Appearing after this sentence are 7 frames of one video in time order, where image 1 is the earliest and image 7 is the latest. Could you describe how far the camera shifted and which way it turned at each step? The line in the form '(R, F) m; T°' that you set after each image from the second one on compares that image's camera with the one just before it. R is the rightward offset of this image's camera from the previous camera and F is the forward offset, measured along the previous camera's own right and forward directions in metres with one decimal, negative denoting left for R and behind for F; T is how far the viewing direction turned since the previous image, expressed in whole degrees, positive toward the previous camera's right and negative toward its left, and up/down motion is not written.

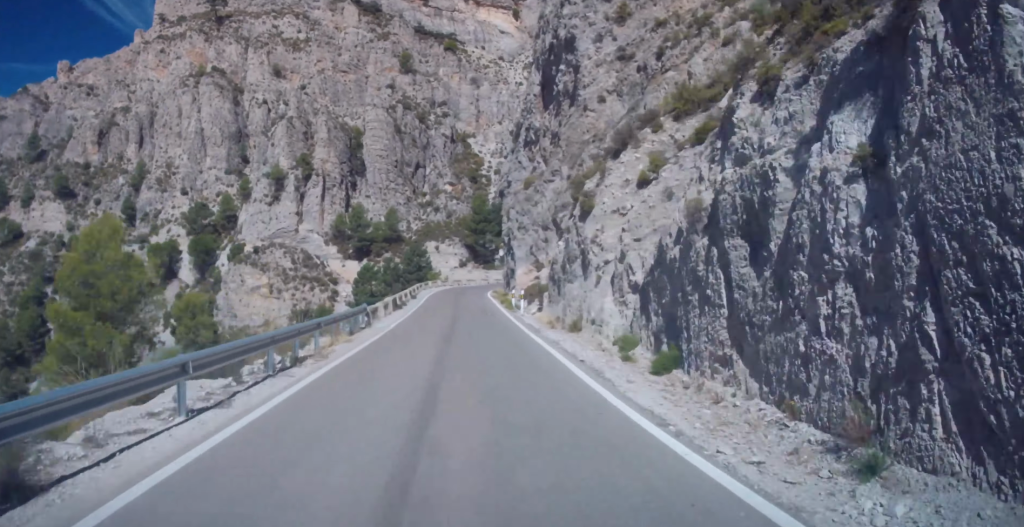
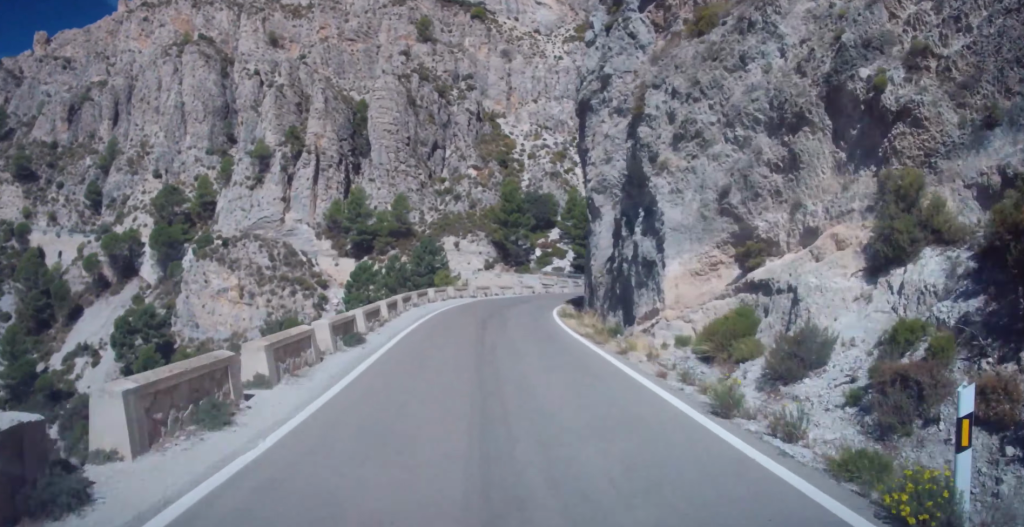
(+6.0, +36.5) m; +13°
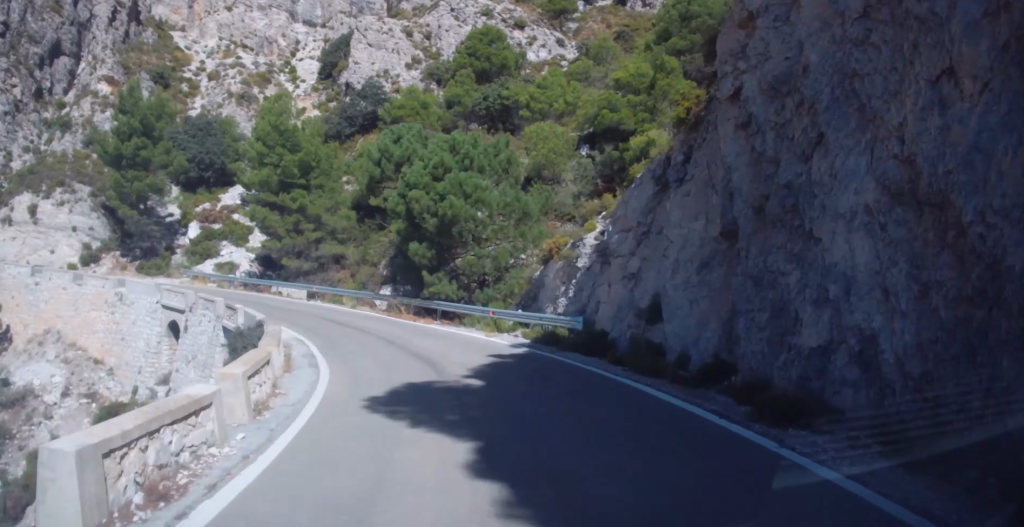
(+1.4, +64.1) m; -33°
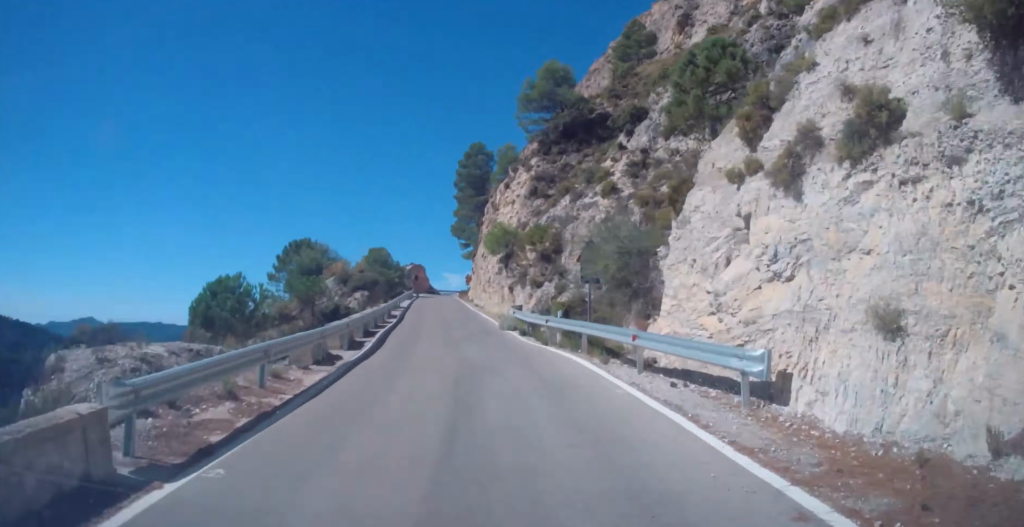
(-72.2, +83.2) m; -49°
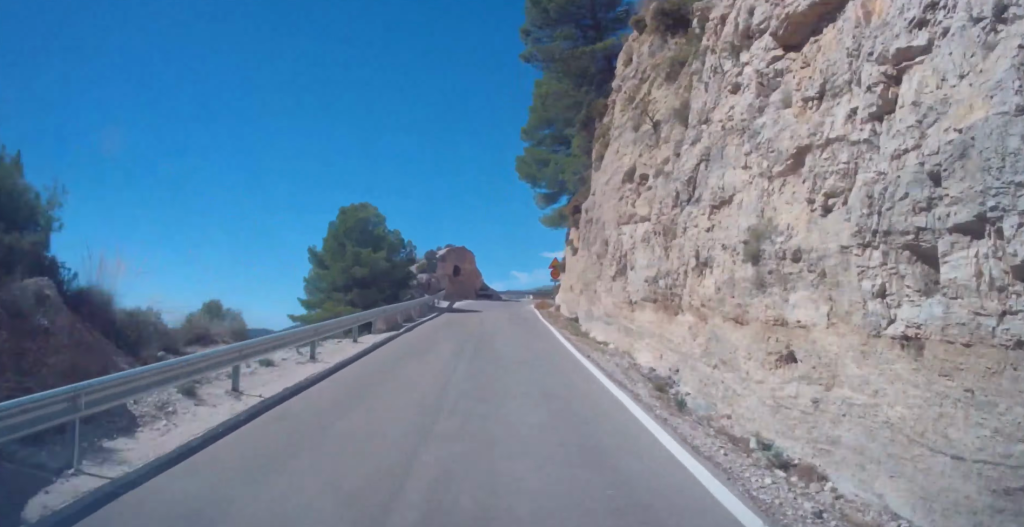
(-0.9, +33.8) m; +8°
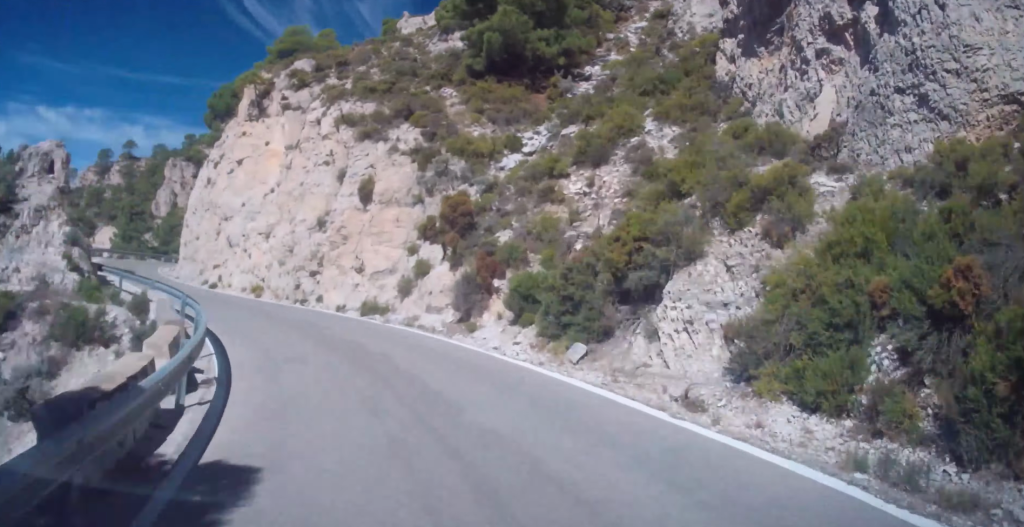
(+83.9, +107.2) m; +48°
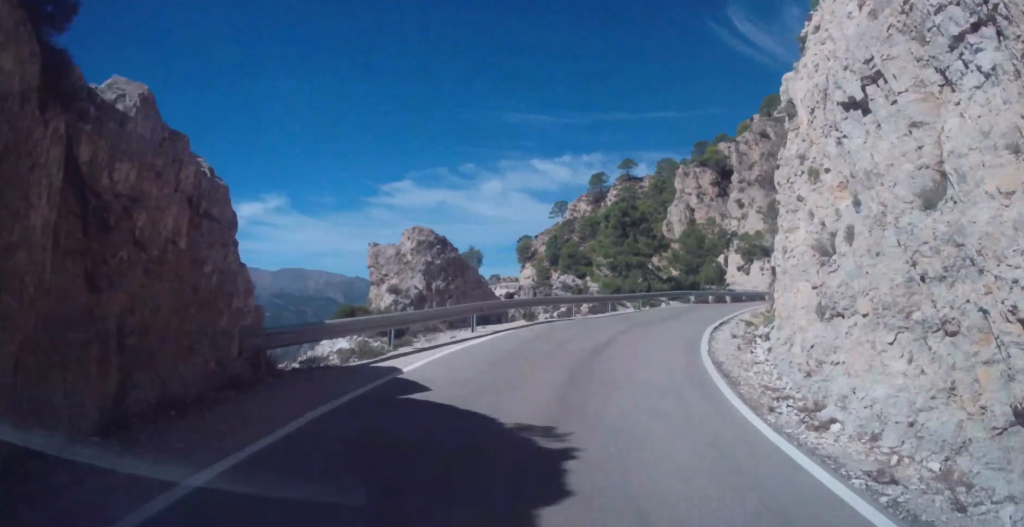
(-2.5, +32.8) m; -6°
